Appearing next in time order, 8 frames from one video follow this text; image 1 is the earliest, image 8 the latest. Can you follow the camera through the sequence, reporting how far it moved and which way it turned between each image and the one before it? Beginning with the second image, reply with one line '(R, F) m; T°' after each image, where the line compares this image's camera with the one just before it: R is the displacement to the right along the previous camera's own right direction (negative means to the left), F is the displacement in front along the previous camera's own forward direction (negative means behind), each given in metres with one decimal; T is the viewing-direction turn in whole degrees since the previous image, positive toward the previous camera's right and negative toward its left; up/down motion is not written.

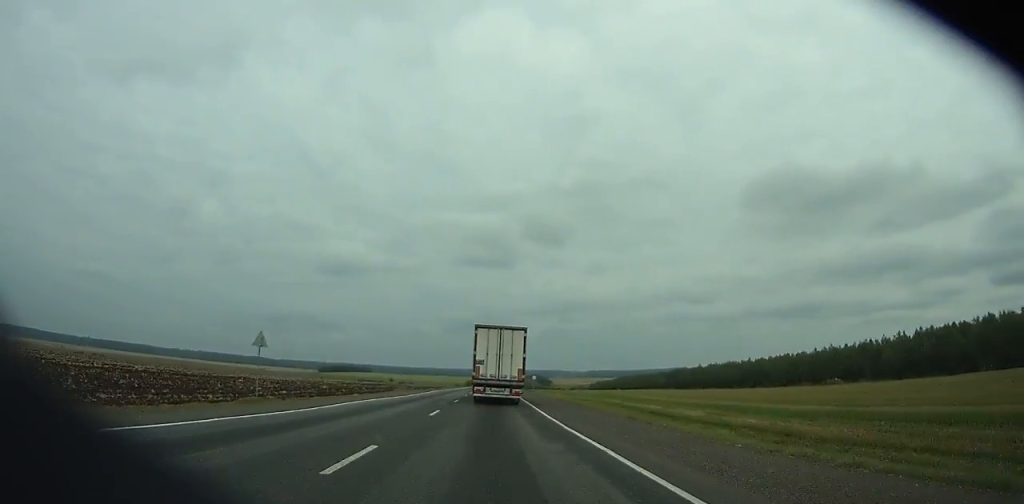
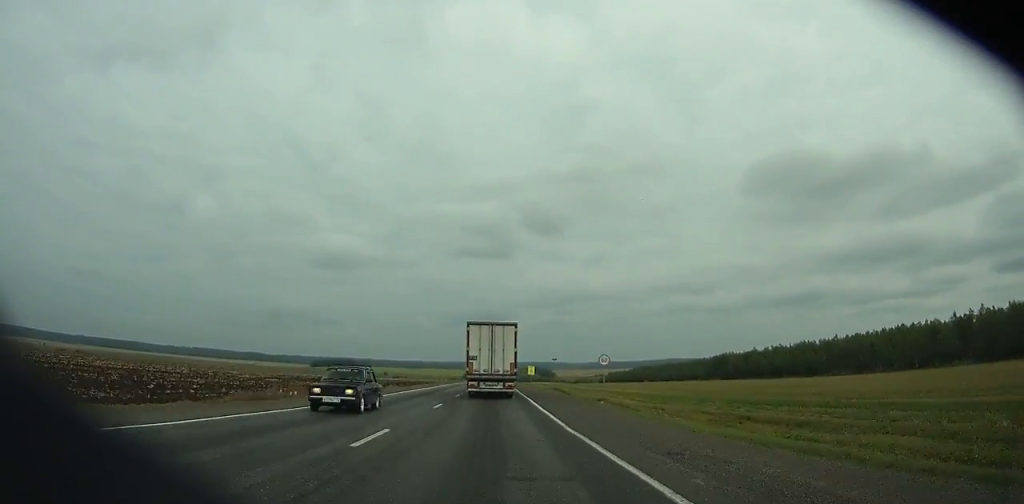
(+0.7, +68.3) m; +1°
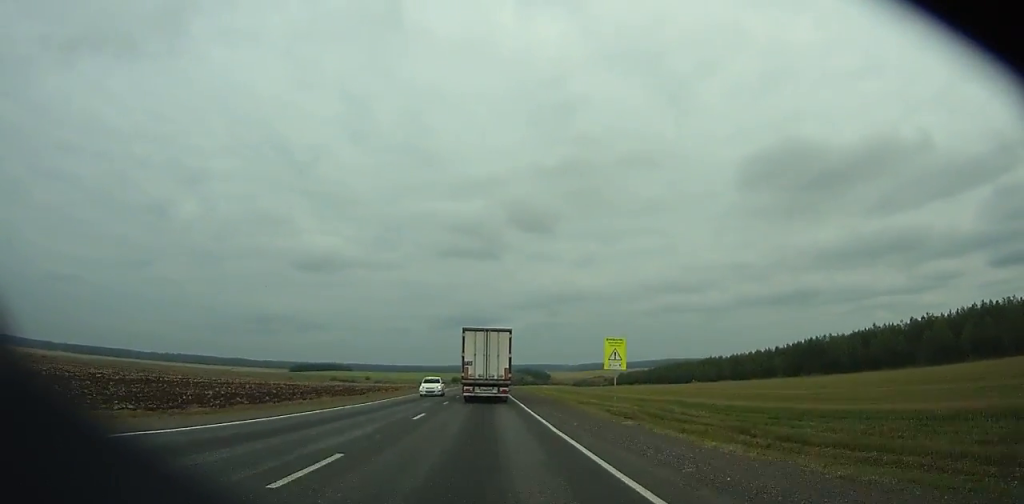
(-0.1, +88.7) m; 0°
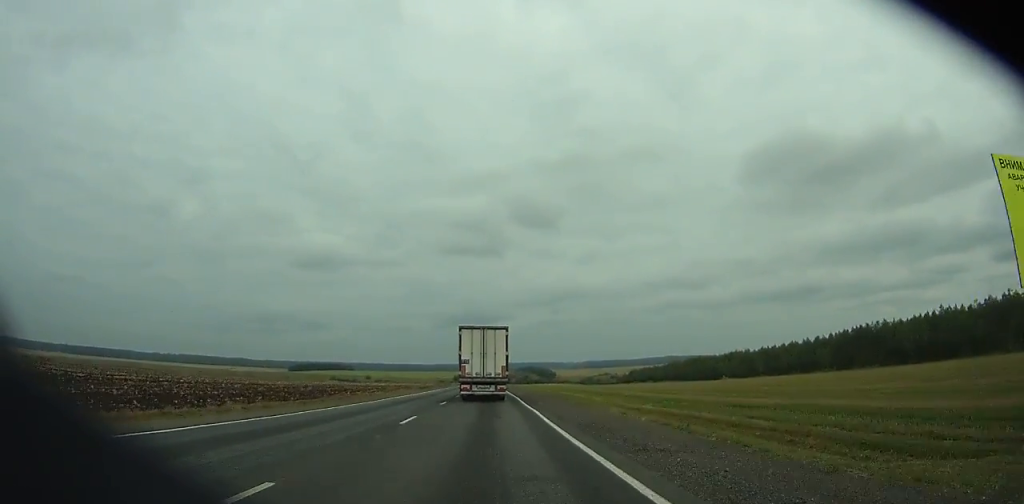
(+0.1, +26.1) m; 0°
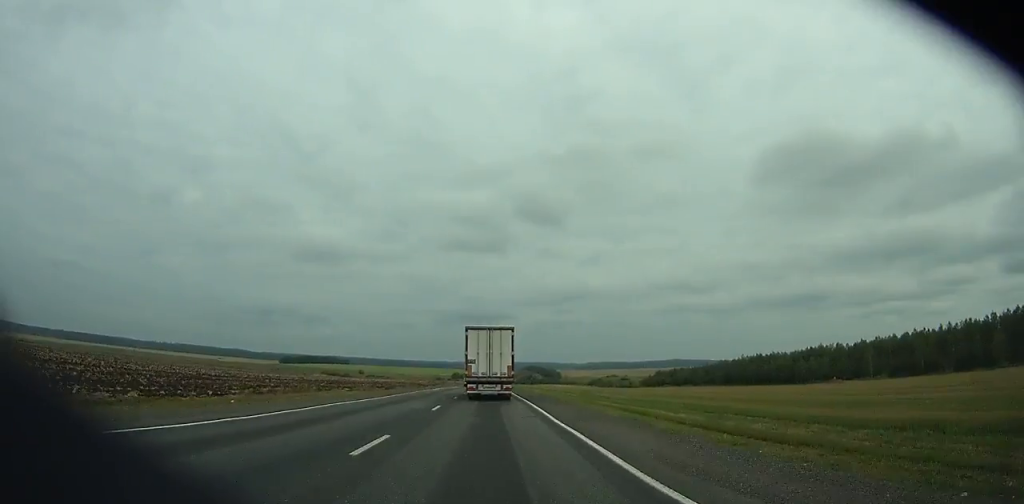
(-0.3, +67.5) m; 0°
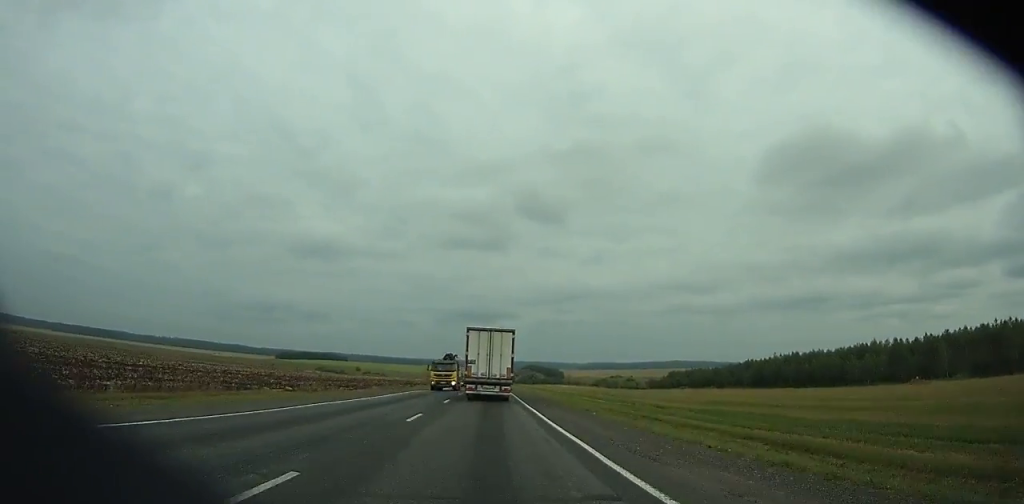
(0.0, +30.3) m; 0°
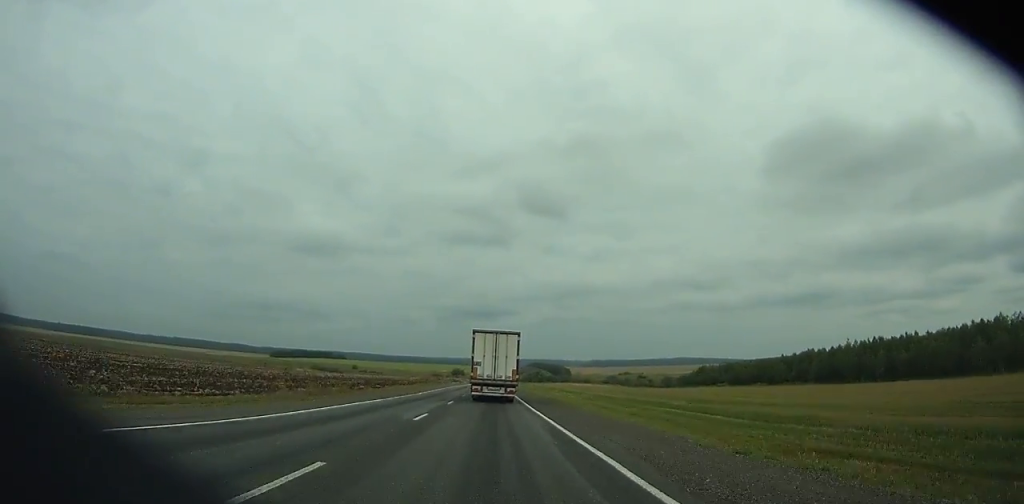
(0.0, +47.5) m; 0°
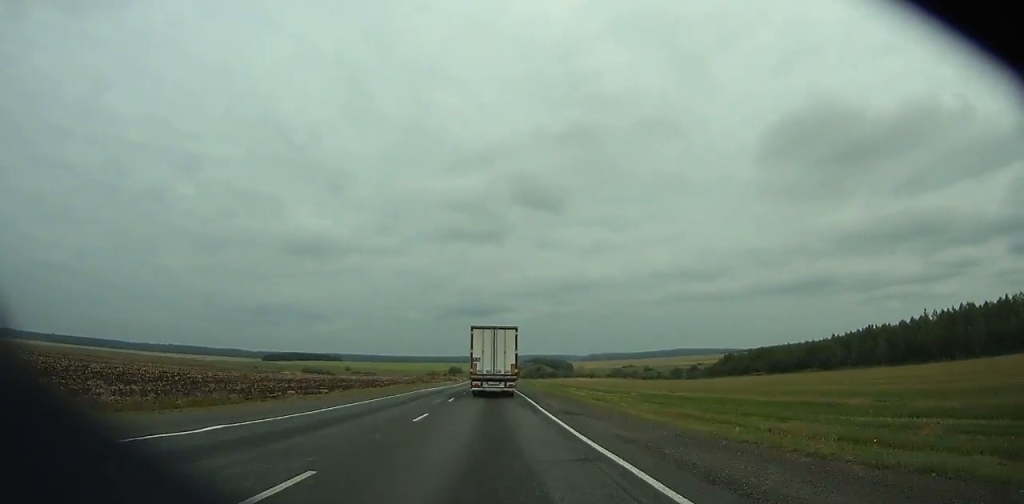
(0.0, +36.3) m; 0°
